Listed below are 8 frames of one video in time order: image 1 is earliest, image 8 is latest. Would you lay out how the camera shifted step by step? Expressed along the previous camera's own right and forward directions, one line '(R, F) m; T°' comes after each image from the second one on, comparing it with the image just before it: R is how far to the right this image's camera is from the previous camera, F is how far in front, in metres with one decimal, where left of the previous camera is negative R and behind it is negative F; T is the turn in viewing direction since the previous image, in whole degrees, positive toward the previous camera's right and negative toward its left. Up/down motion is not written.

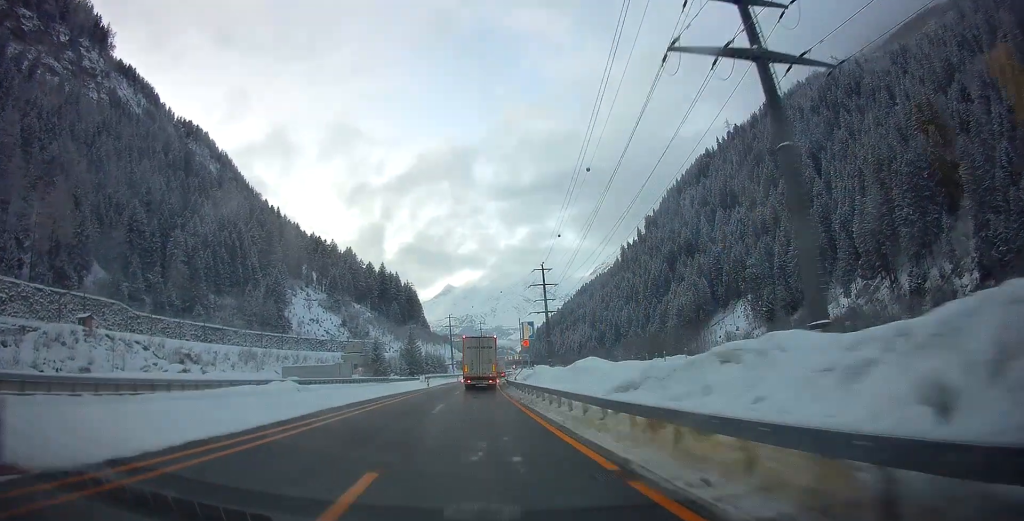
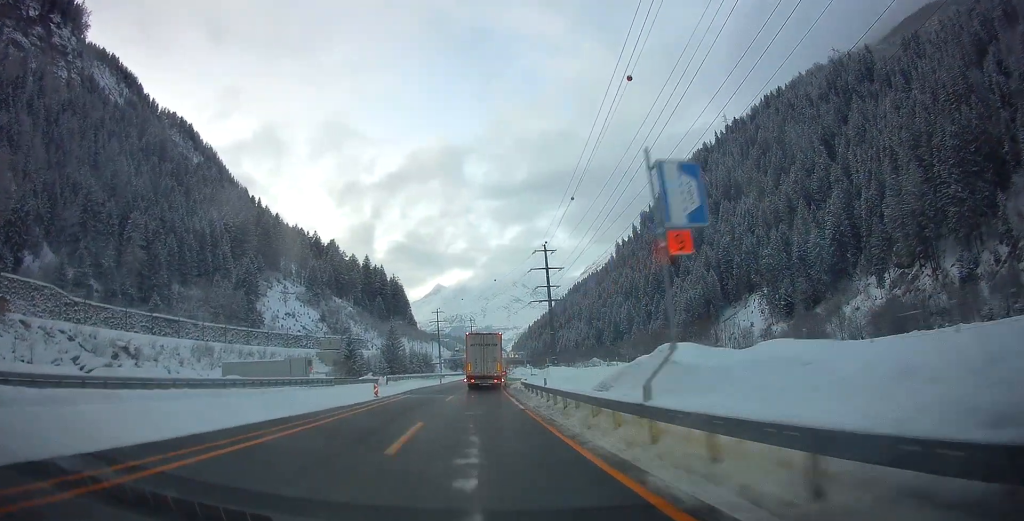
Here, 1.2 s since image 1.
(+0.1, +26.6) m; 0°
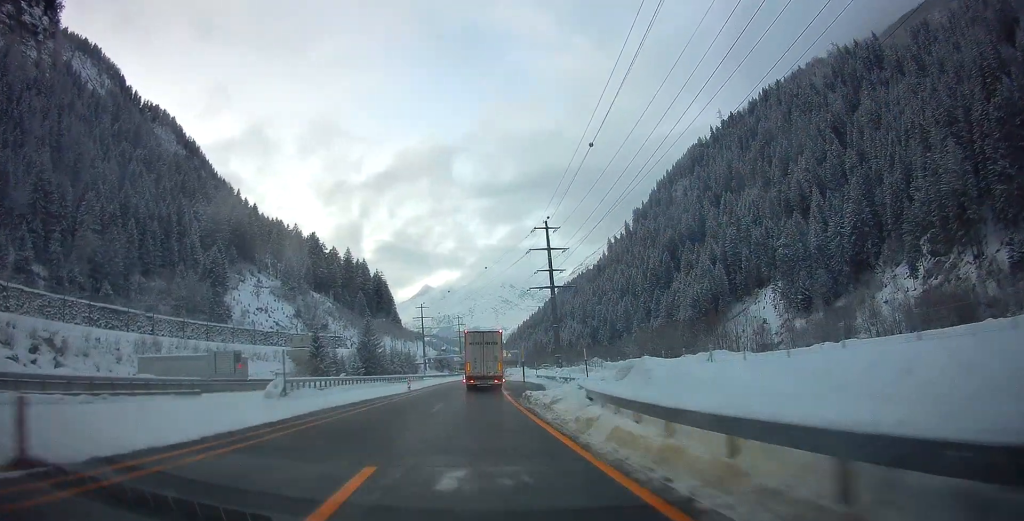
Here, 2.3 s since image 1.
(+0.1, +23.8) m; +1°
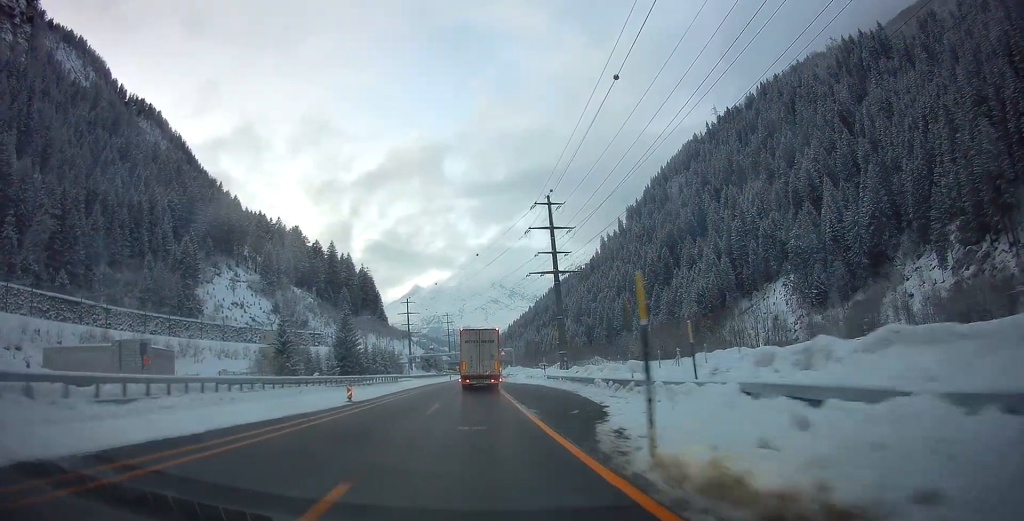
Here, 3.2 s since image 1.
(+0.1, +18.4) m; +1°
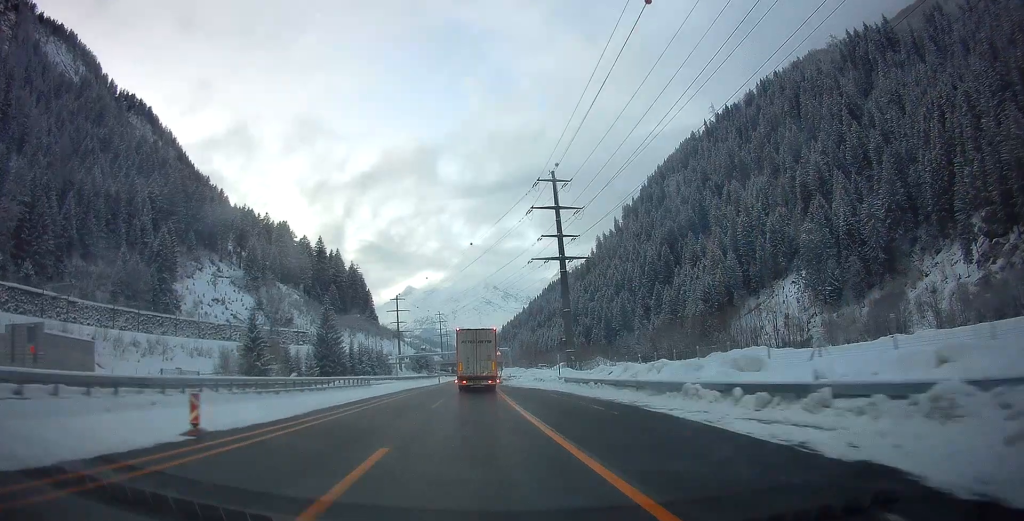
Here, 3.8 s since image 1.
(+0.3, +13.9) m; 0°
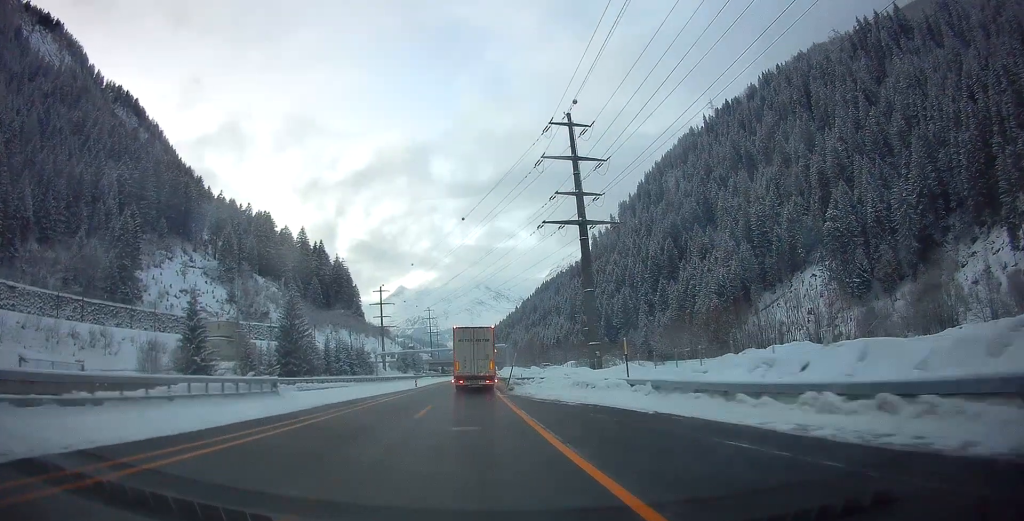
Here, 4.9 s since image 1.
(-0.3, +21.2) m; 0°
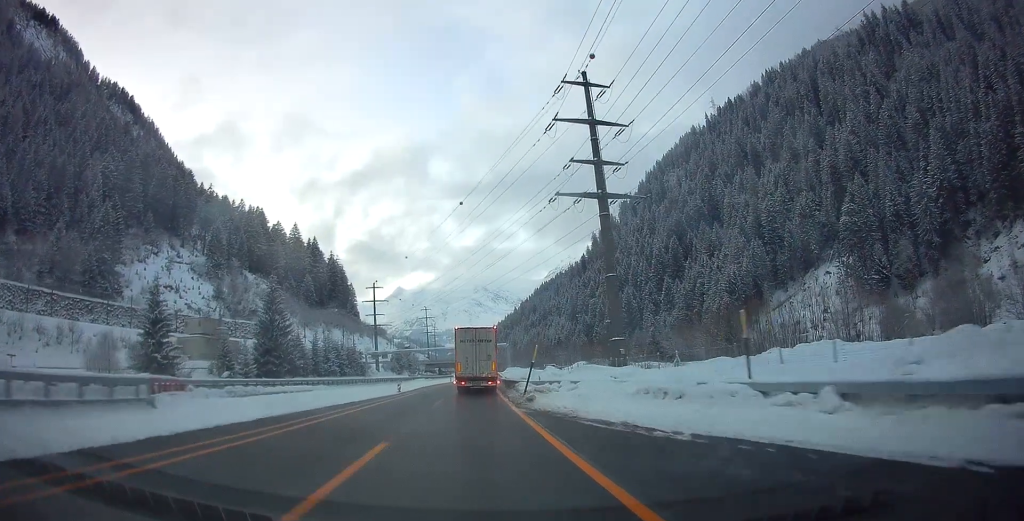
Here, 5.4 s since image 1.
(+0.2, +11.5) m; +1°
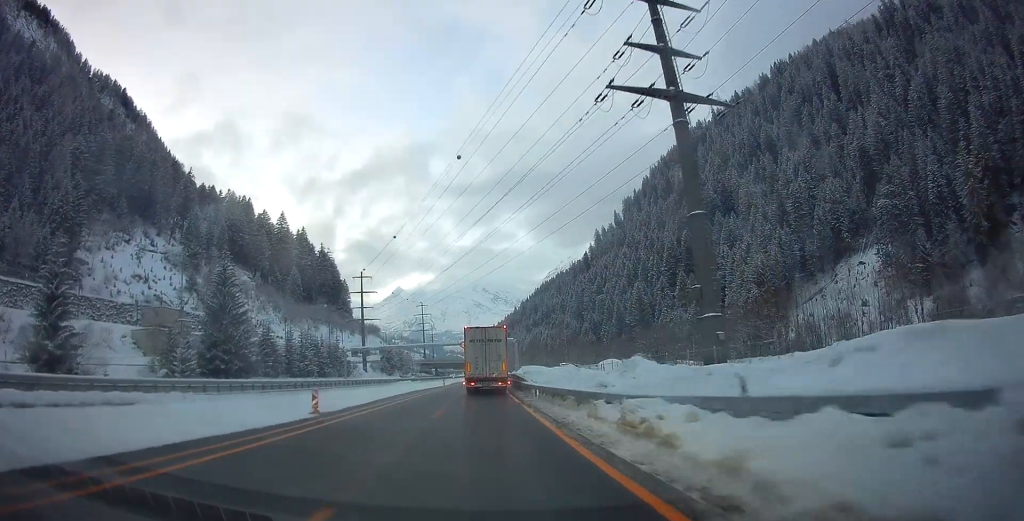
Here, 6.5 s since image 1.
(+0.3, +22.3) m; +1°
